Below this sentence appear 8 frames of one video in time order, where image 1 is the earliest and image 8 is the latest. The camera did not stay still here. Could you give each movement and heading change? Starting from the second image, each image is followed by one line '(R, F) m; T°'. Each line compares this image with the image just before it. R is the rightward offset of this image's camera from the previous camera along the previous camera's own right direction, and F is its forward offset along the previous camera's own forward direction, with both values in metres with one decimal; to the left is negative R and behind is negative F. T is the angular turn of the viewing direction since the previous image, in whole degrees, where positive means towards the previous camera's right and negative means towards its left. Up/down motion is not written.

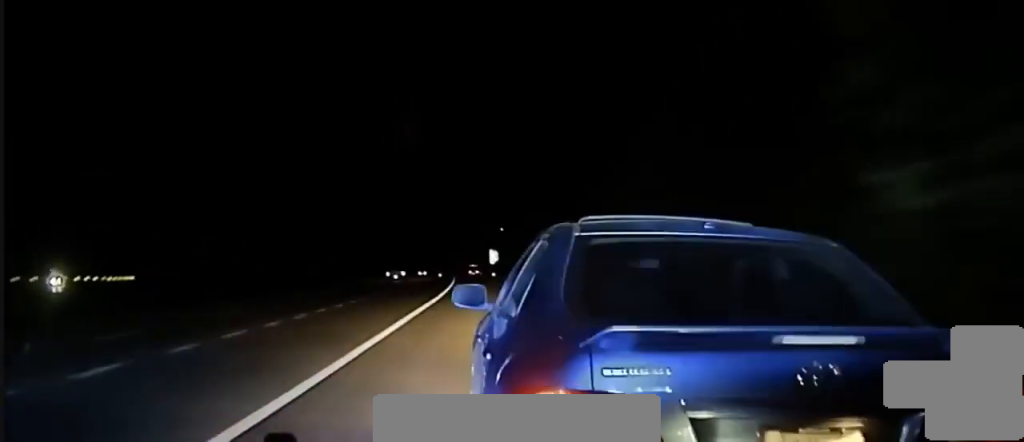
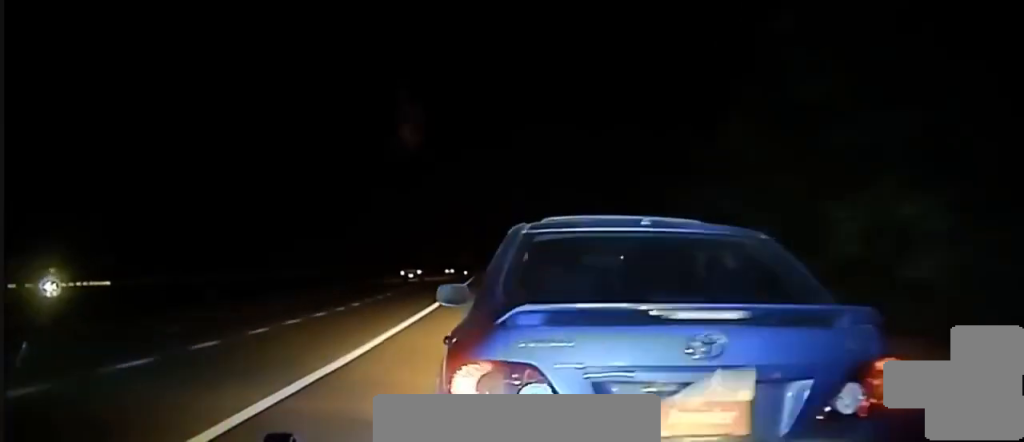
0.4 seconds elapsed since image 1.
(-0.1, +21.9) m; -1°
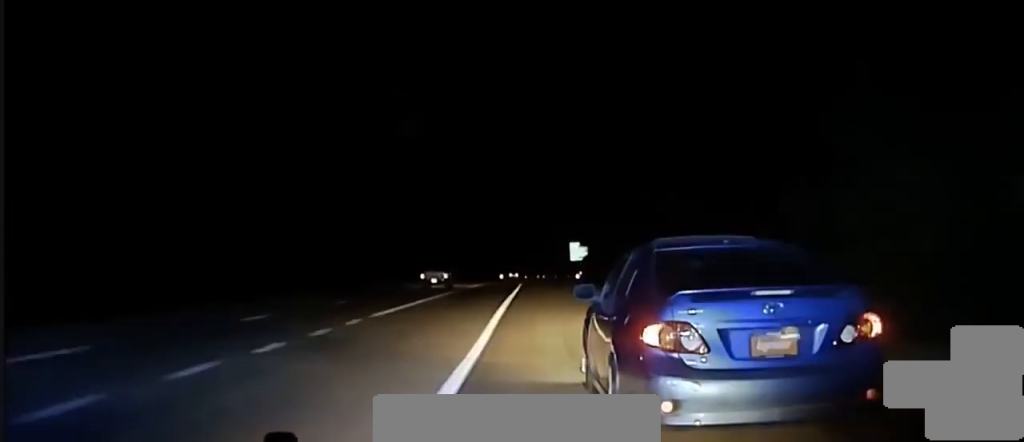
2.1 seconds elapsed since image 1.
(-1.7, +73.5) m; -2°
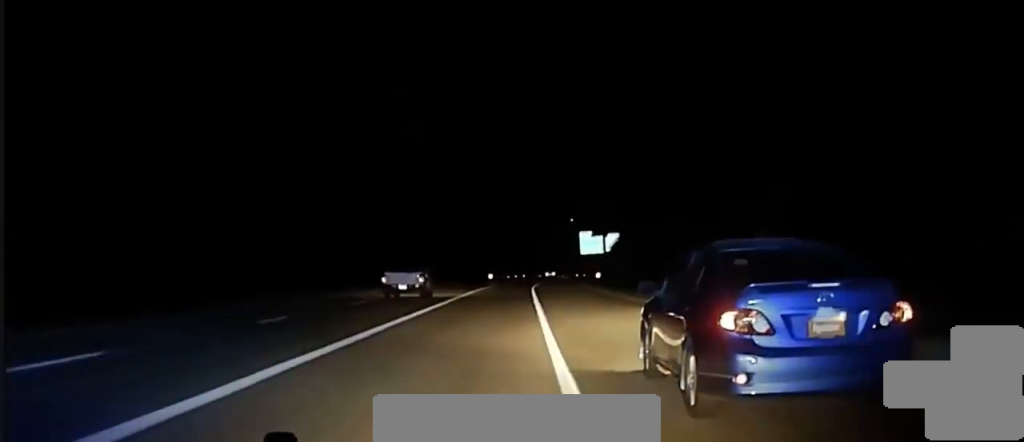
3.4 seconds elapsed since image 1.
(+0.1, +58.7) m; 0°
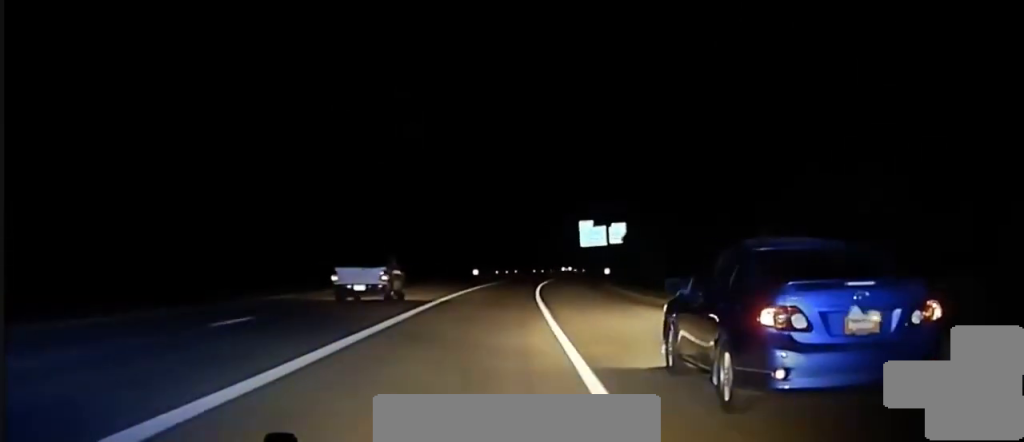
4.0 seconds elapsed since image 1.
(+0.1, +23.9) m; +1°
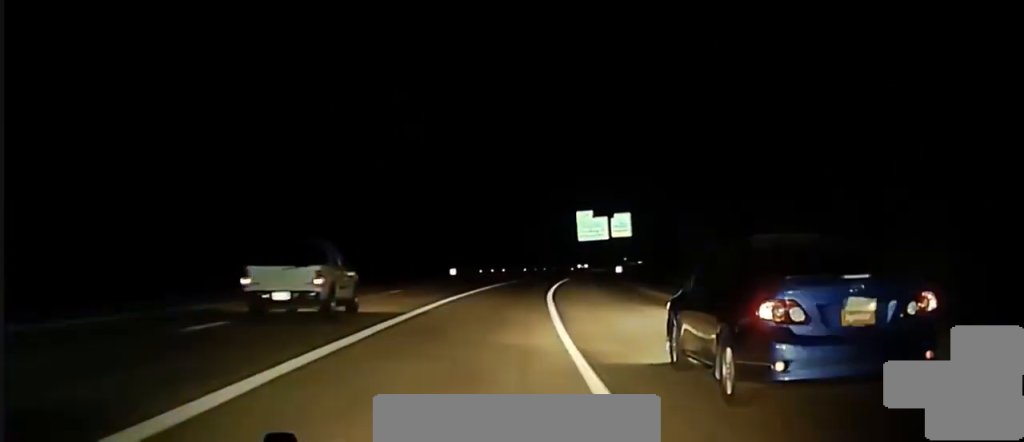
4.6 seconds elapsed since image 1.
(-0.1, +24.0) m; +1°
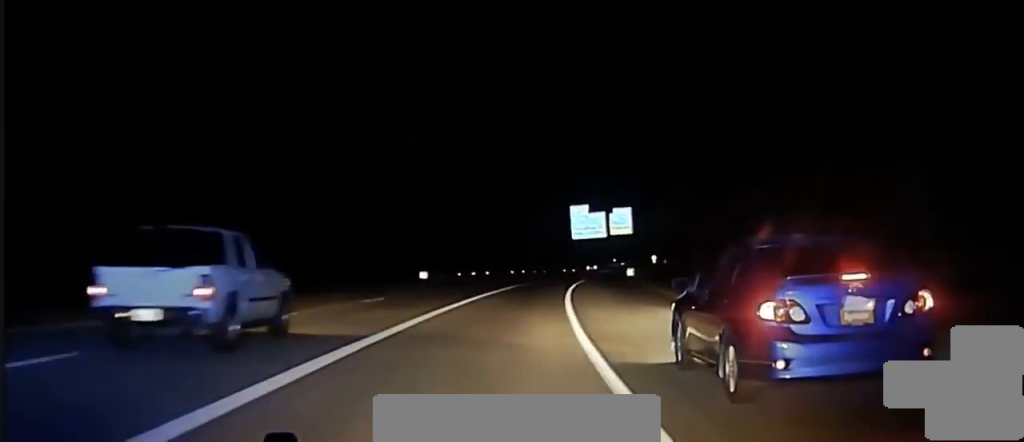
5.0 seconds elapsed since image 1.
(+0.4, +20.2) m; +1°
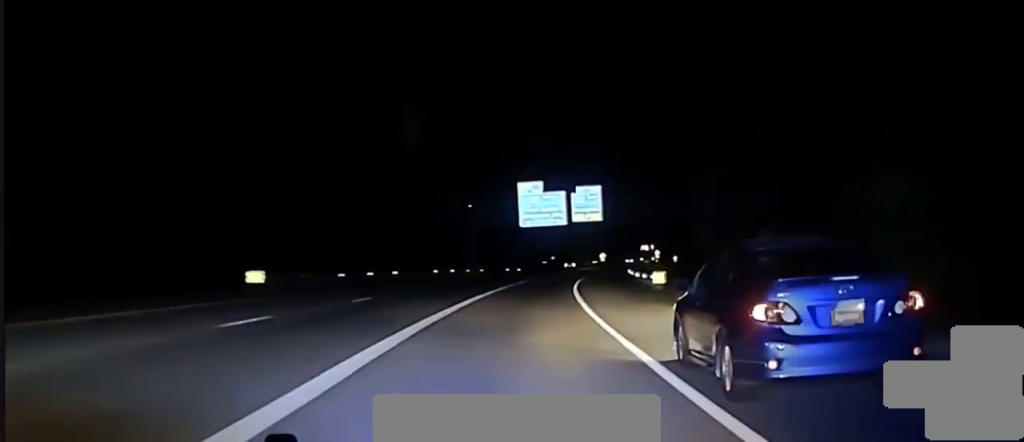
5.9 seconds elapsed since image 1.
(+1.0, +40.4) m; +3°
